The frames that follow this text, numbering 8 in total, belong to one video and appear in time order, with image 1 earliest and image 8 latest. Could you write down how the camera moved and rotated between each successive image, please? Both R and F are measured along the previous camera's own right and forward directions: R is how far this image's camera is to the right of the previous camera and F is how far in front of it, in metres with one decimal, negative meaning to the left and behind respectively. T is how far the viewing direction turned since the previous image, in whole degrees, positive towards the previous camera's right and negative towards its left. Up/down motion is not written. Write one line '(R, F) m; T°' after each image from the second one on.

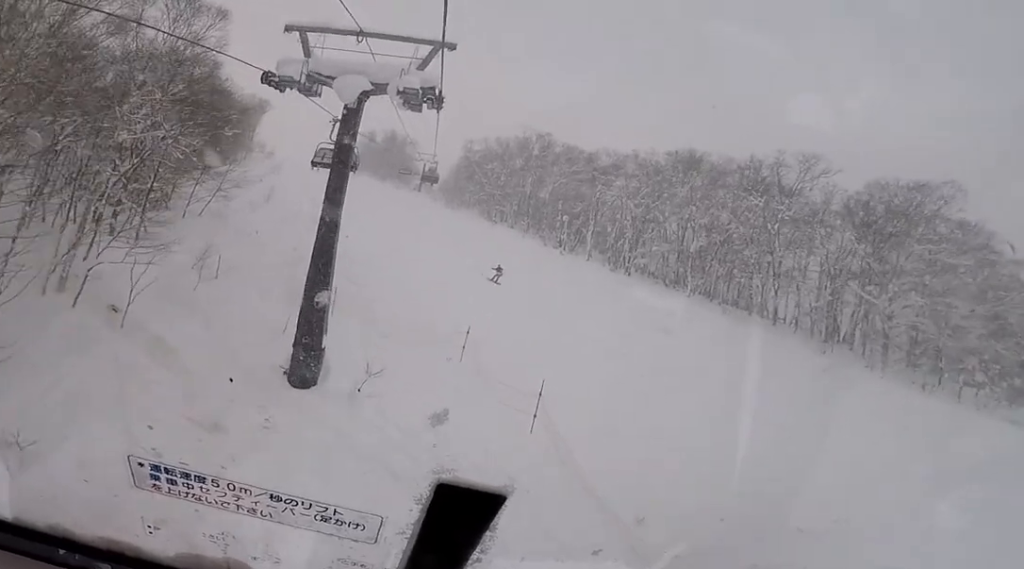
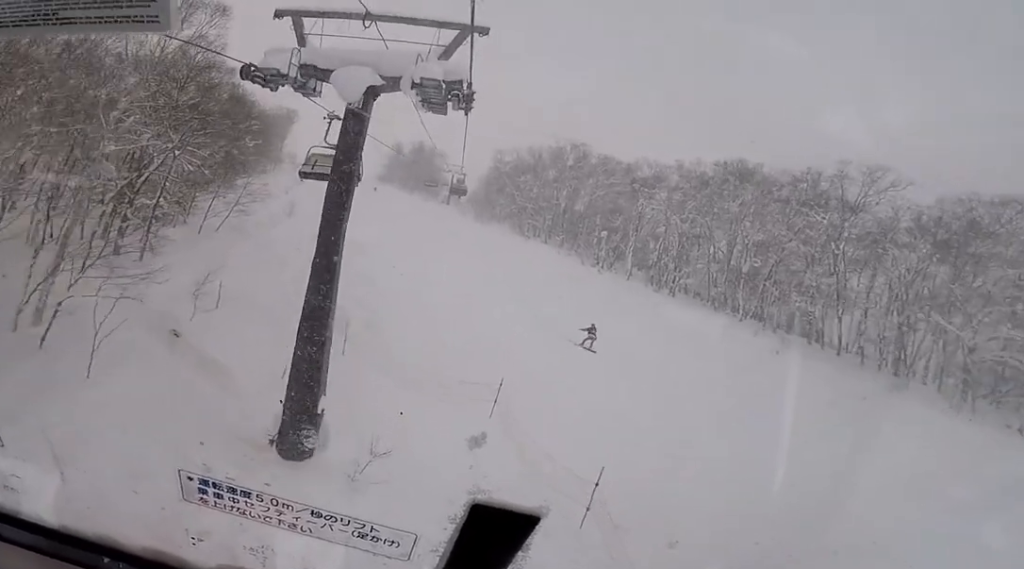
(-0.1, +3.0) m; +6°
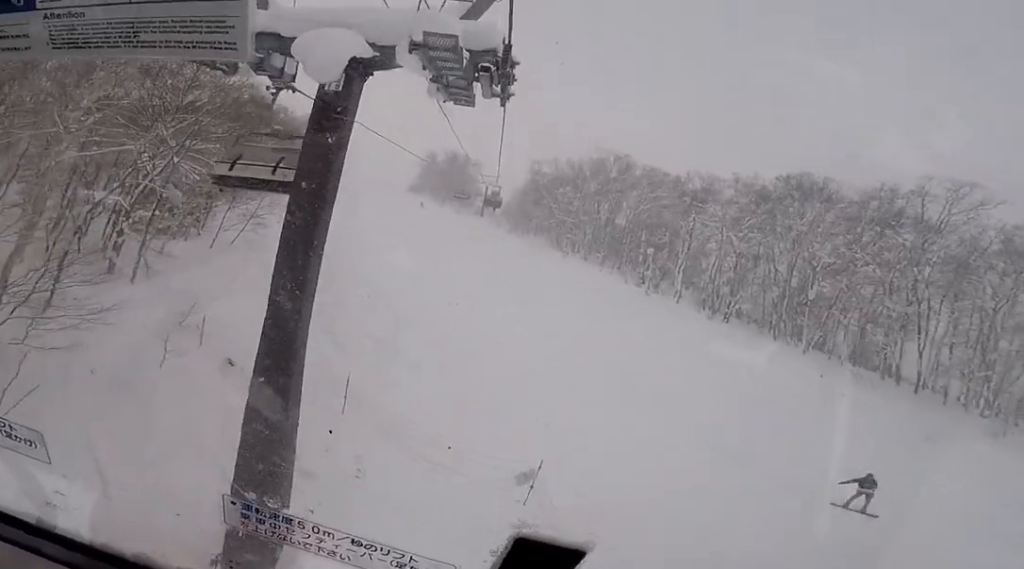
(+0.6, +3.9) m; 0°
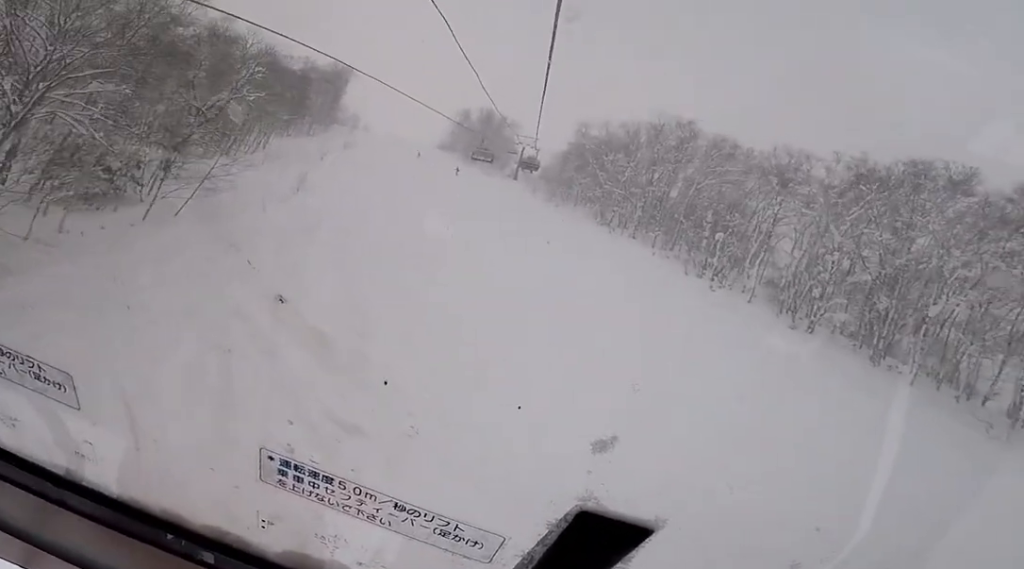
(-1.1, +9.8) m; 0°
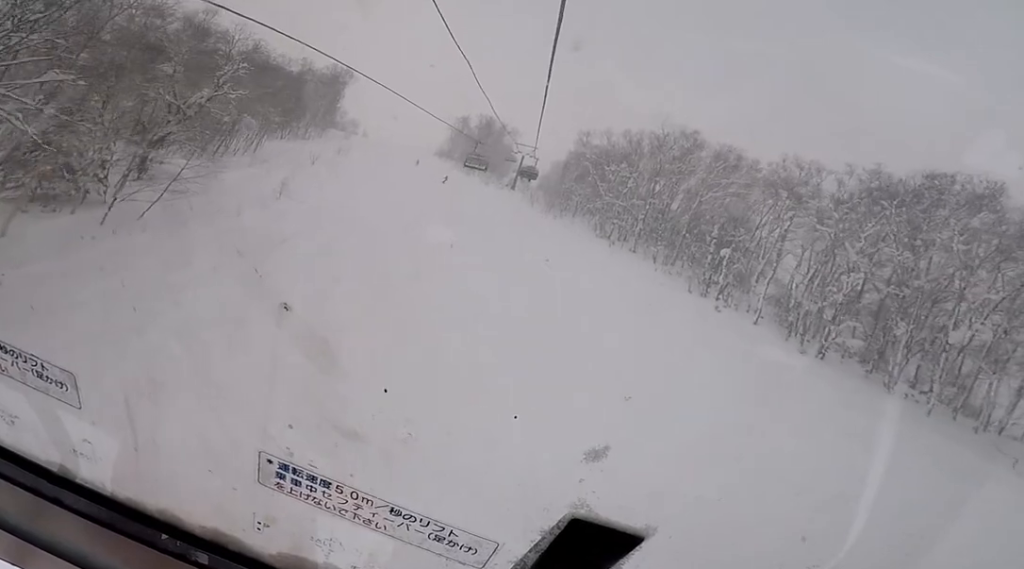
(+0.4, +2.8) m; 0°
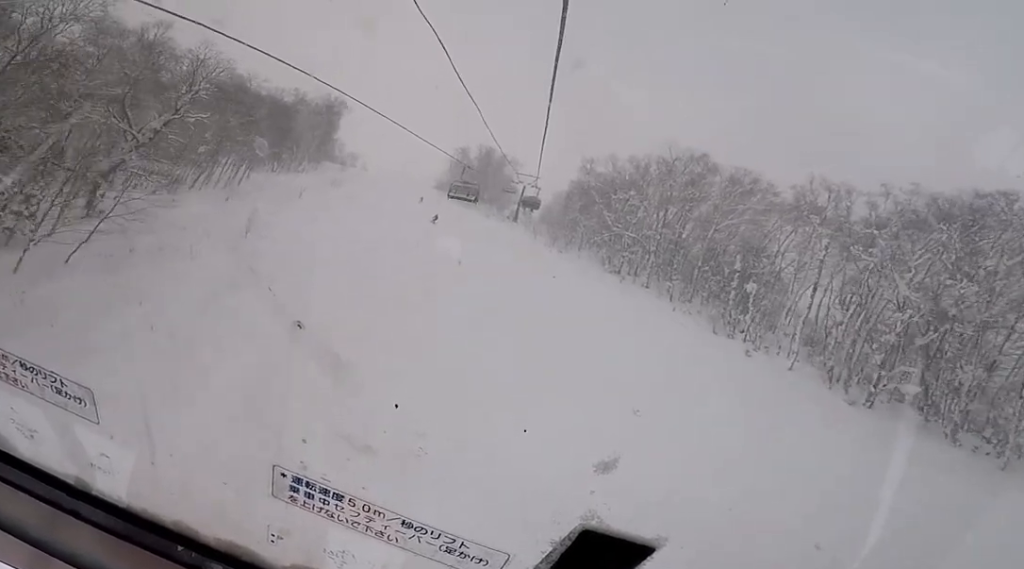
(-0.5, +5.0) m; 0°
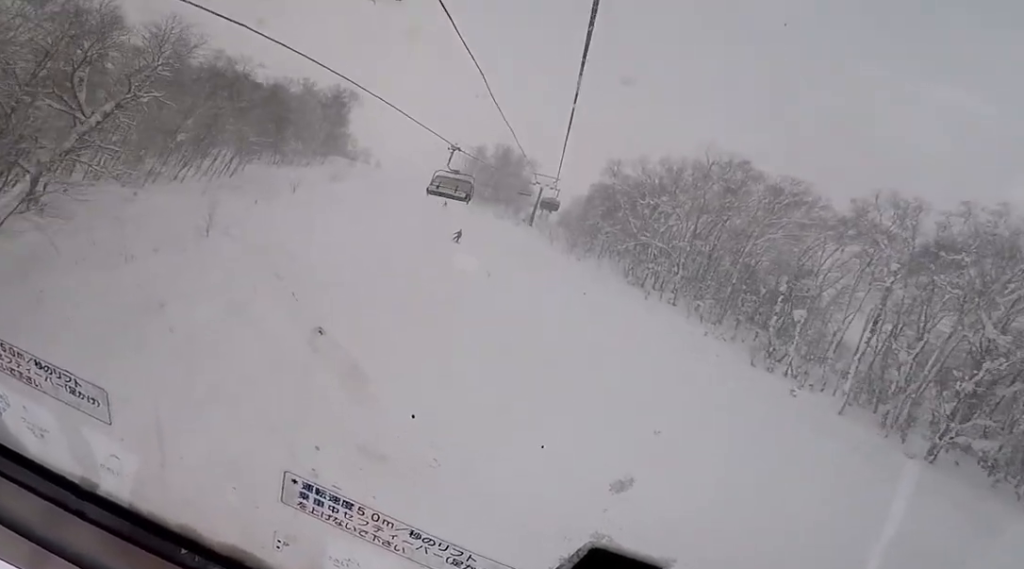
(+0.5, +5.5) m; -1°
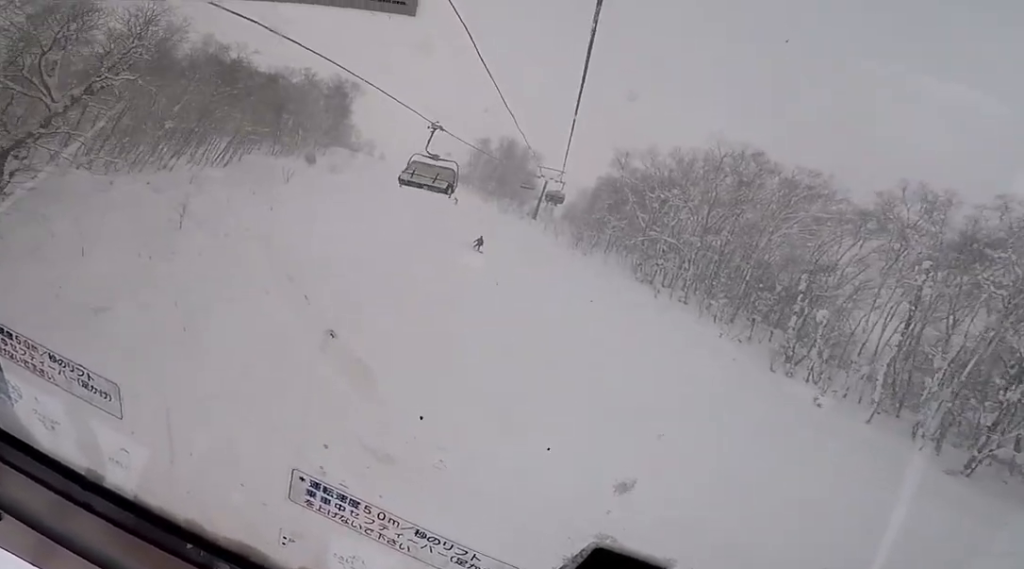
(-0.3, +2.6) m; -5°
